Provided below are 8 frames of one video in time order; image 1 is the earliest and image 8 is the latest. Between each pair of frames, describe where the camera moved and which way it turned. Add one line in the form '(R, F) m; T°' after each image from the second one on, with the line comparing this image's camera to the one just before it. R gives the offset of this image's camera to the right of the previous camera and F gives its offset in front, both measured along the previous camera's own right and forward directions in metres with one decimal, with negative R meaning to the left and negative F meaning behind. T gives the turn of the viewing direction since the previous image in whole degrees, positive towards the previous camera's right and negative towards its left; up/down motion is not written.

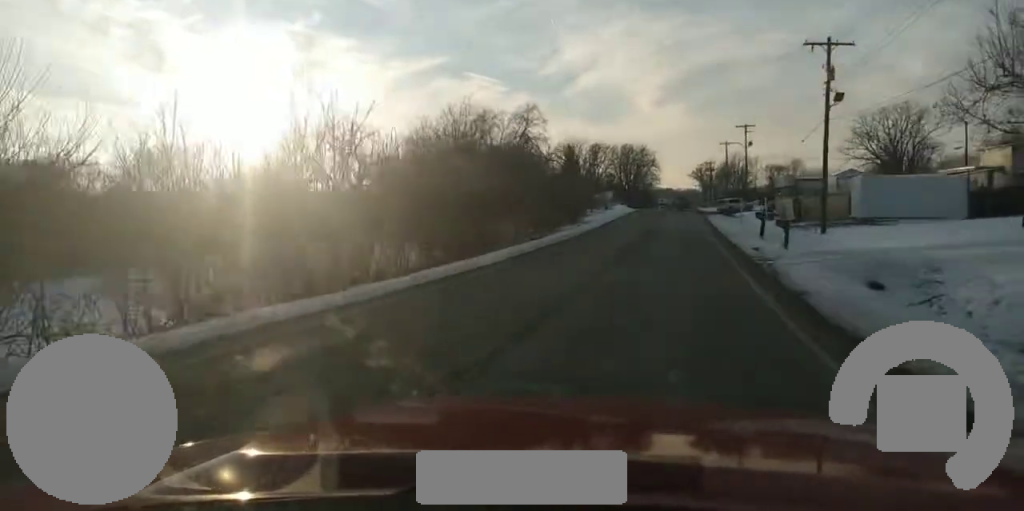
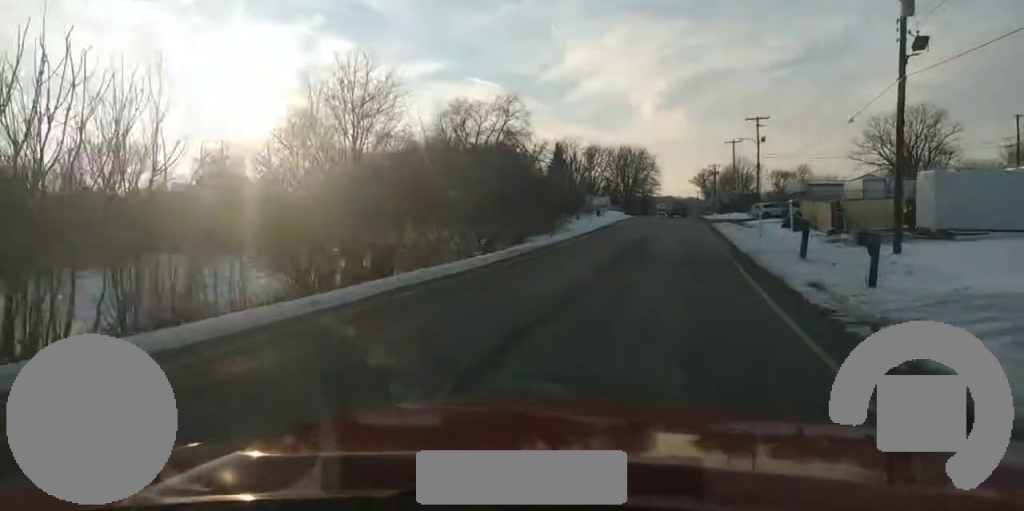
(0.0, +13.8) m; +1°
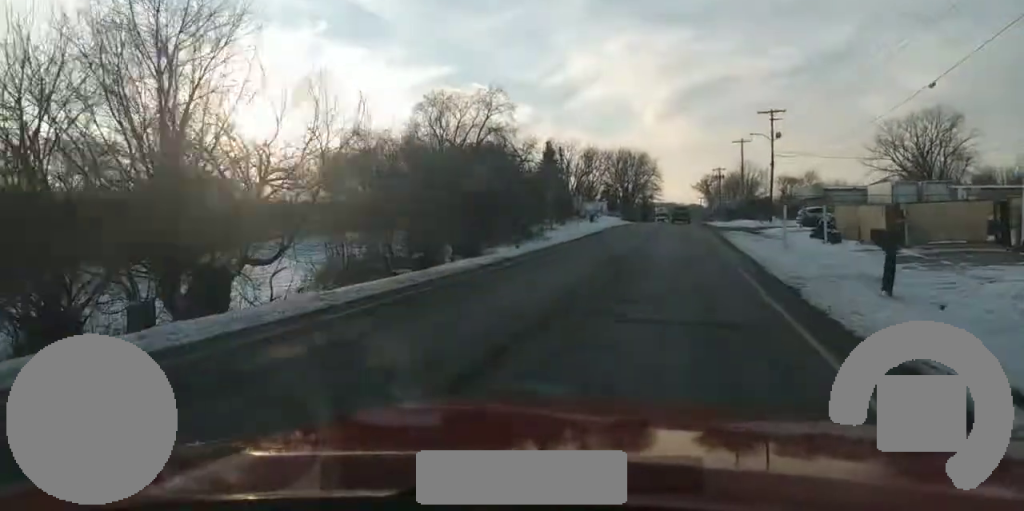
(-0.1, +11.1) m; +1°
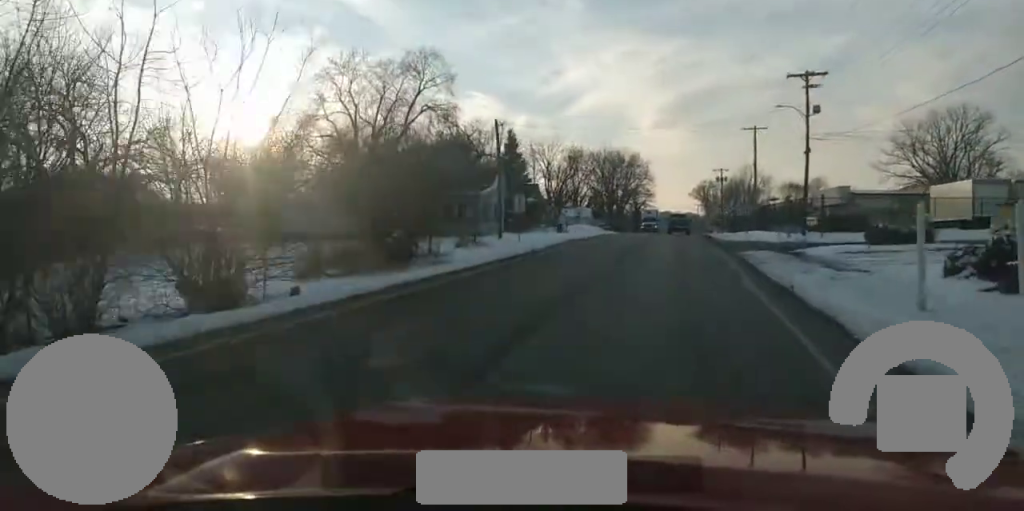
(+0.7, +22.2) m; +2°
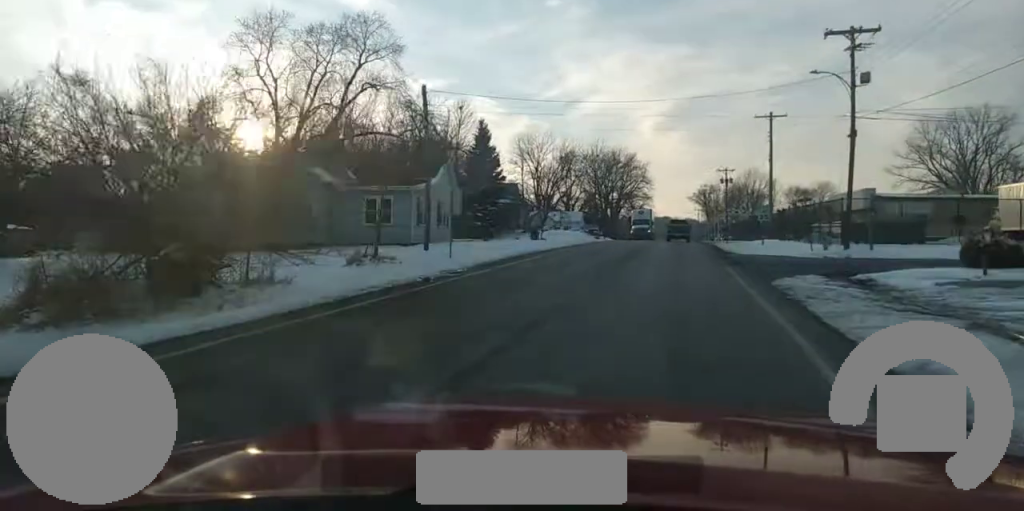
(+0.1, +13.4) m; -1°
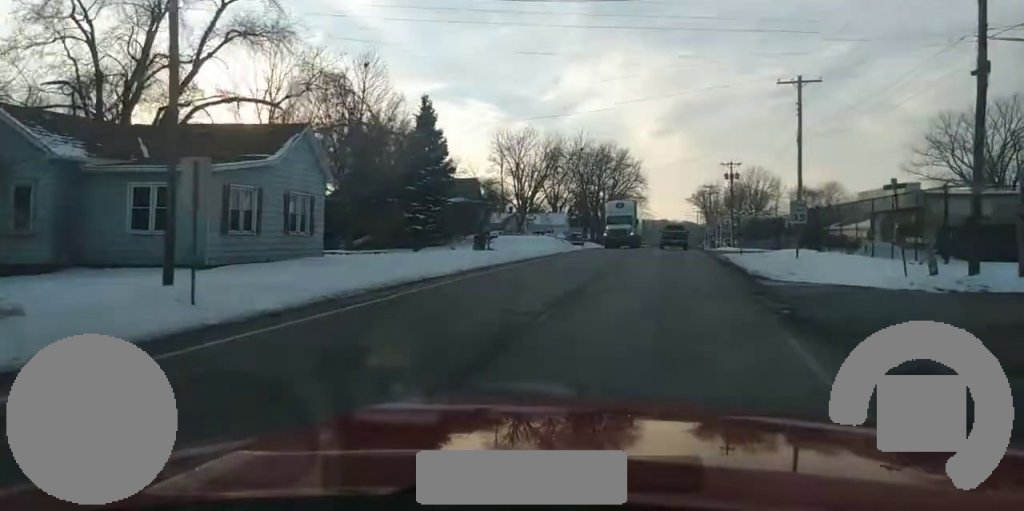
(-0.4, +15.9) m; -2°
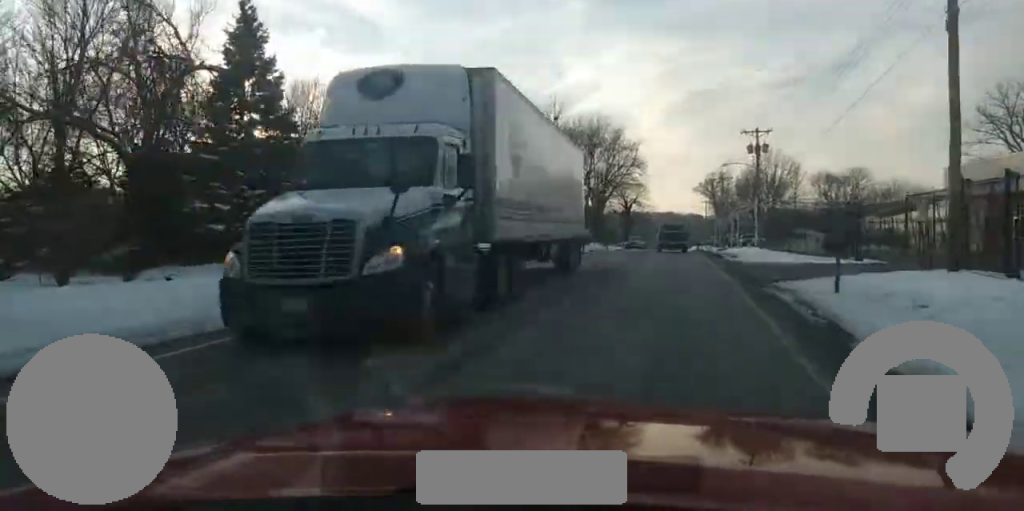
(+0.3, +23.8) m; +2°
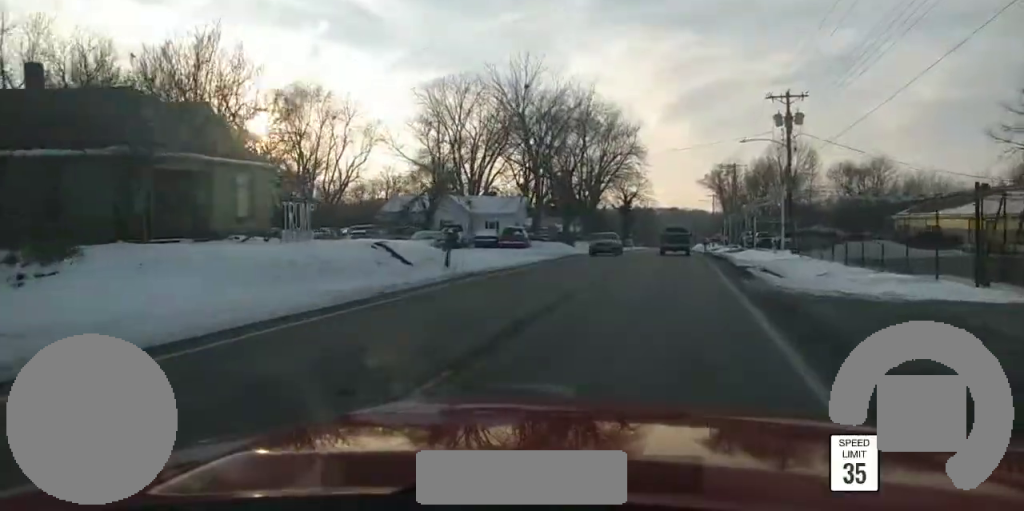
(+0.1, +16.6) m; +1°
